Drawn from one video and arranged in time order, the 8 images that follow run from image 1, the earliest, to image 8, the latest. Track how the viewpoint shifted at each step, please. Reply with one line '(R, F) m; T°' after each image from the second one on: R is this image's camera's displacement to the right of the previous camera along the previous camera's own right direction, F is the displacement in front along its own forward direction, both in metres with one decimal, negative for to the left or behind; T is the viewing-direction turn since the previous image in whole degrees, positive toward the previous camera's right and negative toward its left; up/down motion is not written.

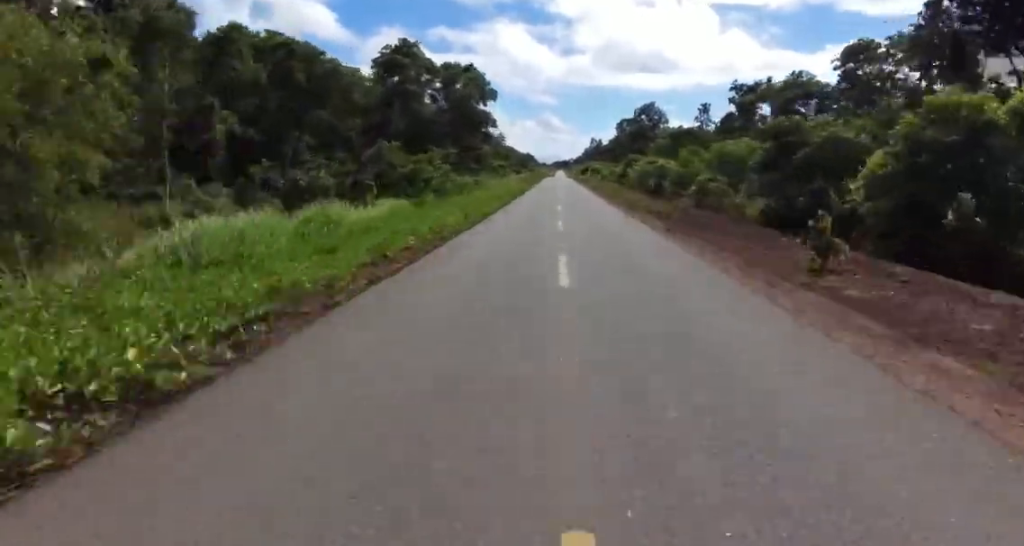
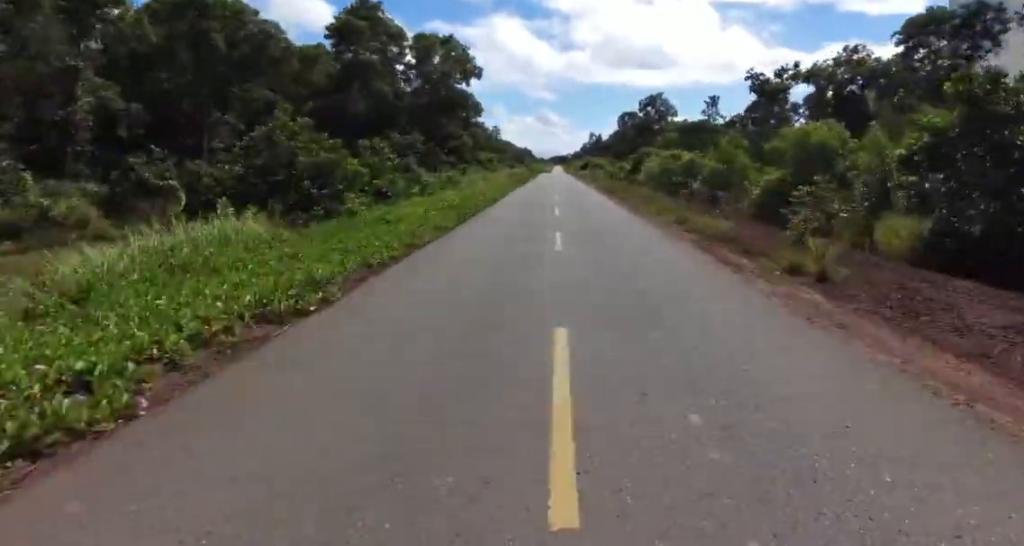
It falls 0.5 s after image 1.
(0.0, +13.9) m; +1°
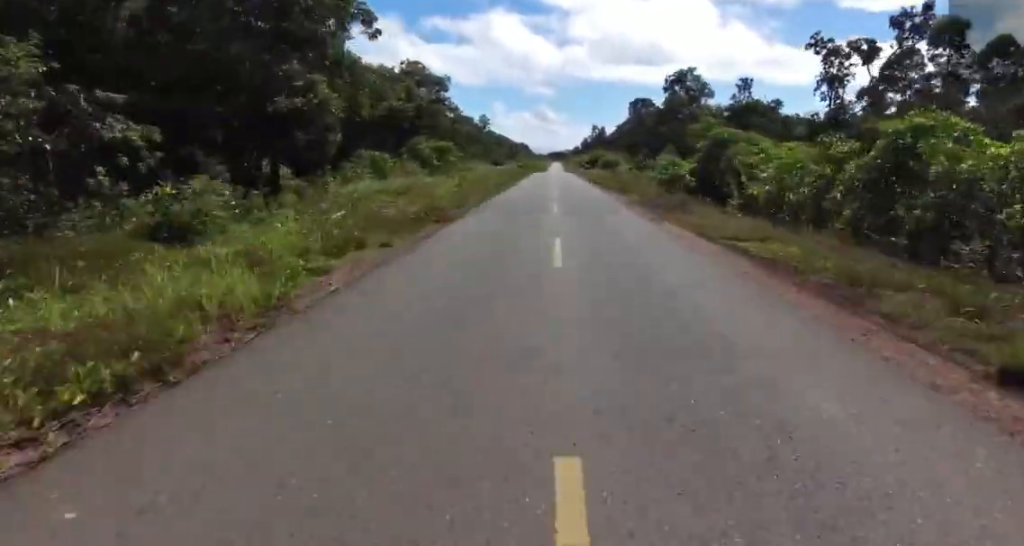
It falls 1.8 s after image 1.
(+1.5, +34.0) m; +3°
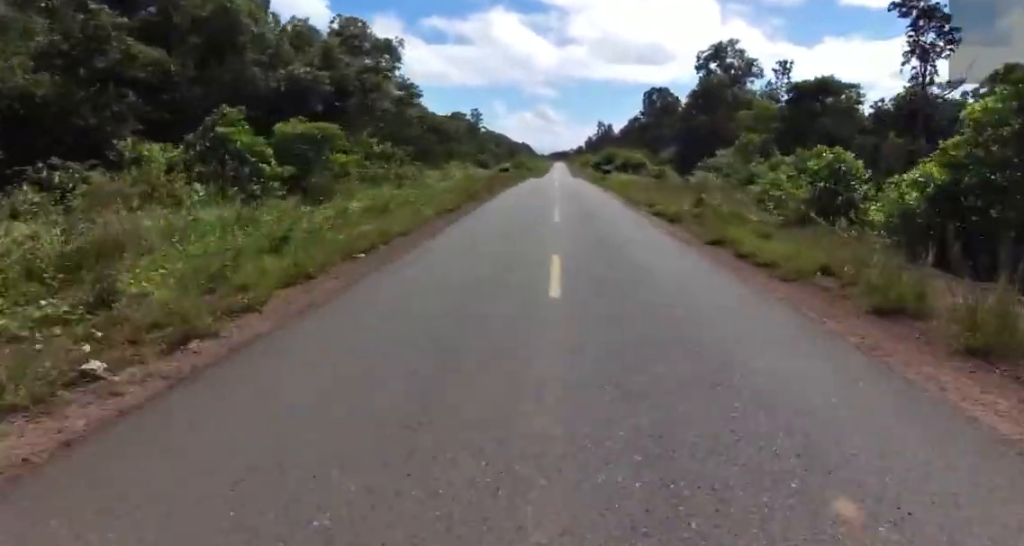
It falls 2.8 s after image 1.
(-0.4, +25.7) m; -2°
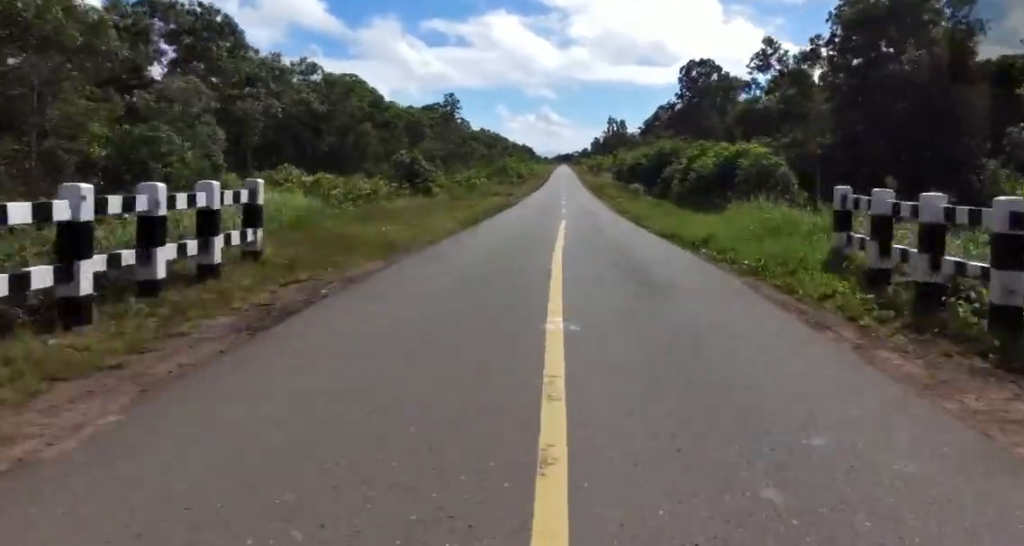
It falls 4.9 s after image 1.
(-0.5, +48.6) m; 0°
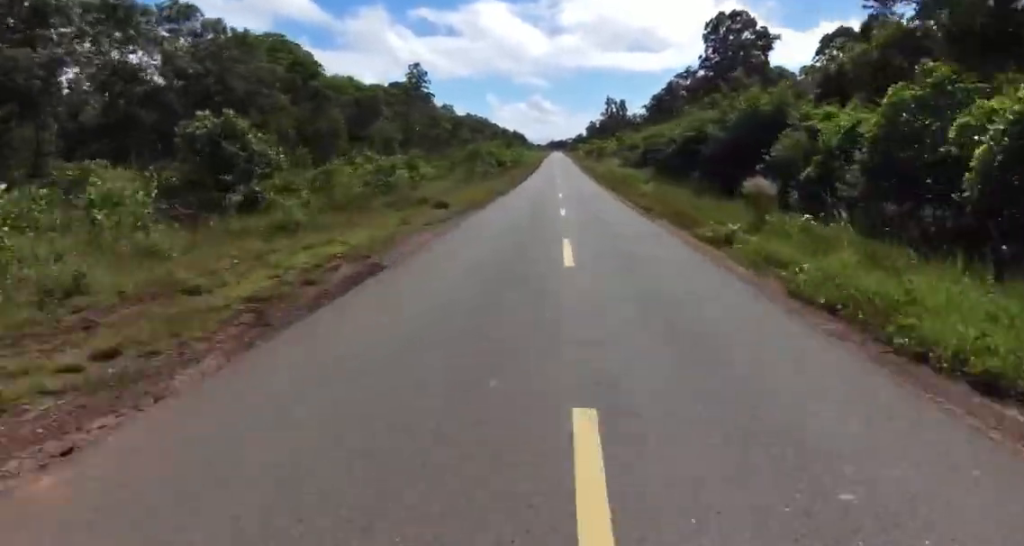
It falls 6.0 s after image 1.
(0.0, +24.9) m; 0°
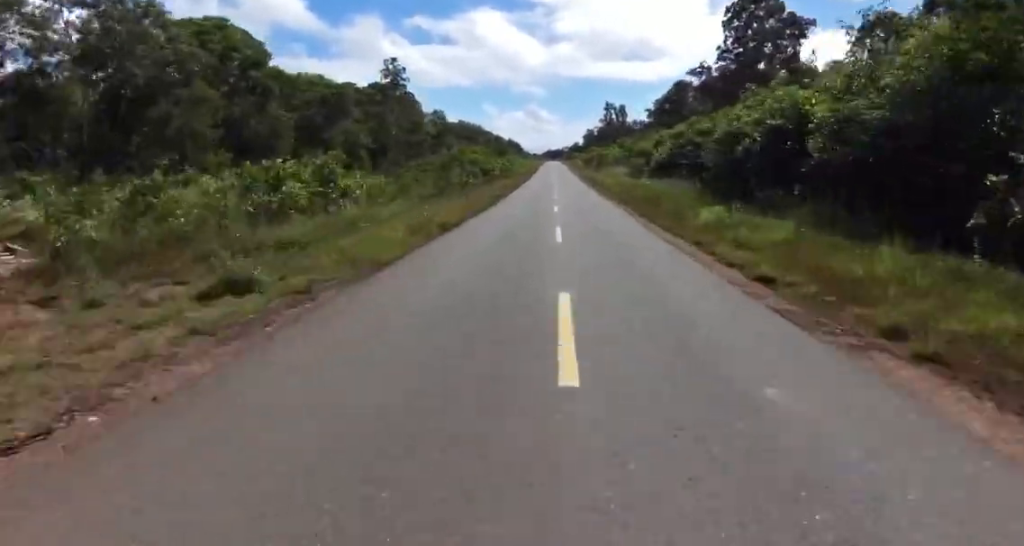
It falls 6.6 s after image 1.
(0.0, +12.5) m; 0°
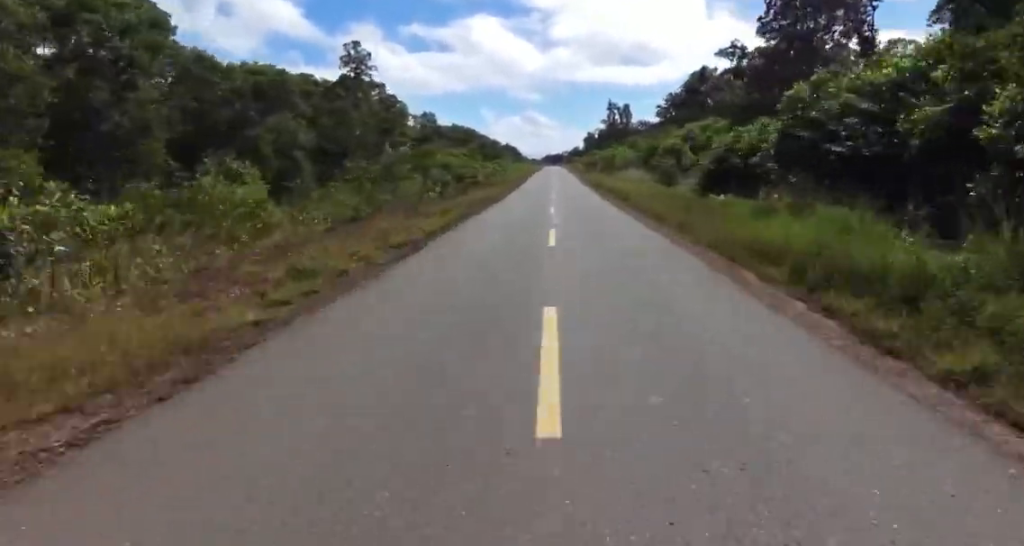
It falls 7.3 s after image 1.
(0.0, +16.7) m; 0°
